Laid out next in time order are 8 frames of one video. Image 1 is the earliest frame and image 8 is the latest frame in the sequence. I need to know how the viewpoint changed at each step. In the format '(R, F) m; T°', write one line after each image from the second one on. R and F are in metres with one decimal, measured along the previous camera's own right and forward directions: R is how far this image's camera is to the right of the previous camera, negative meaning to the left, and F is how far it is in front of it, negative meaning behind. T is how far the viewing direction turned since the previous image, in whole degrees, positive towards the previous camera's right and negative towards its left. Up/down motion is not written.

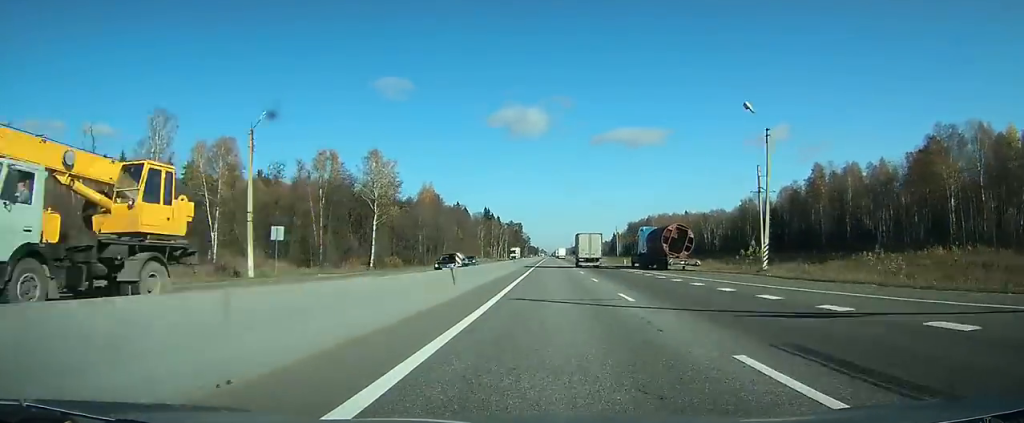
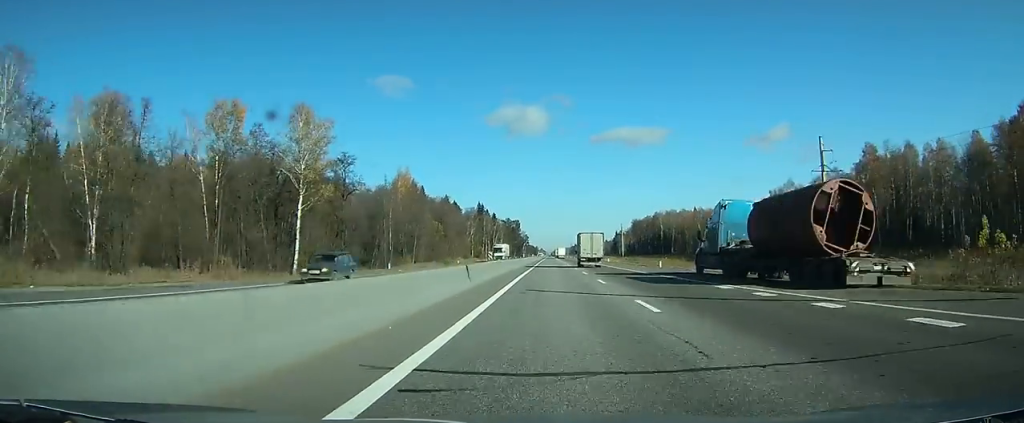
(+0.1, +28.3) m; 0°
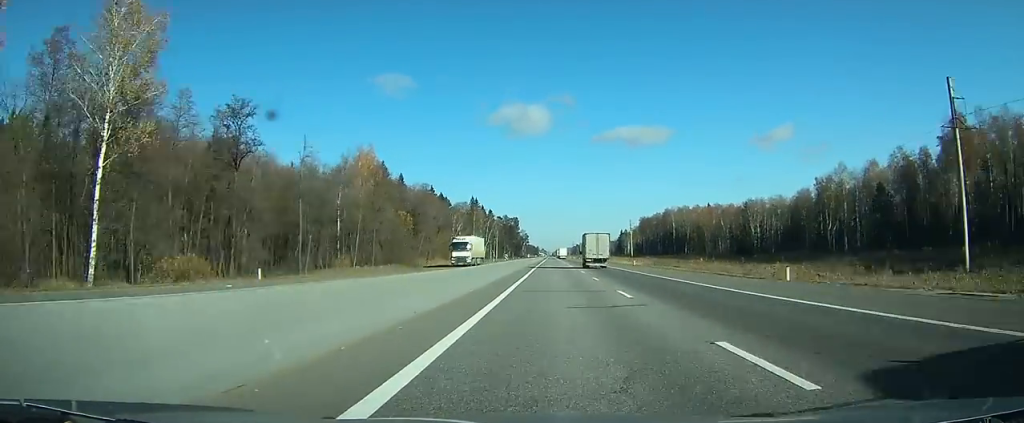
(+0.1, +31.0) m; 0°
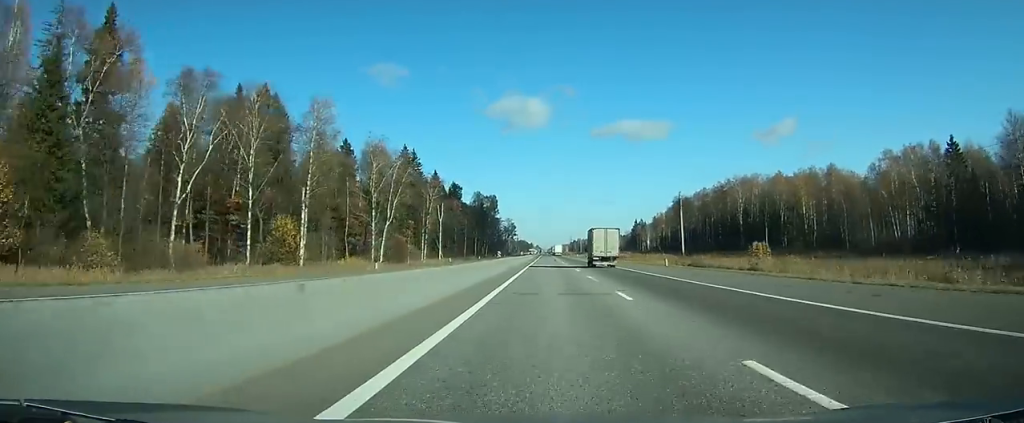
(+0.9, +117.1) m; +1°
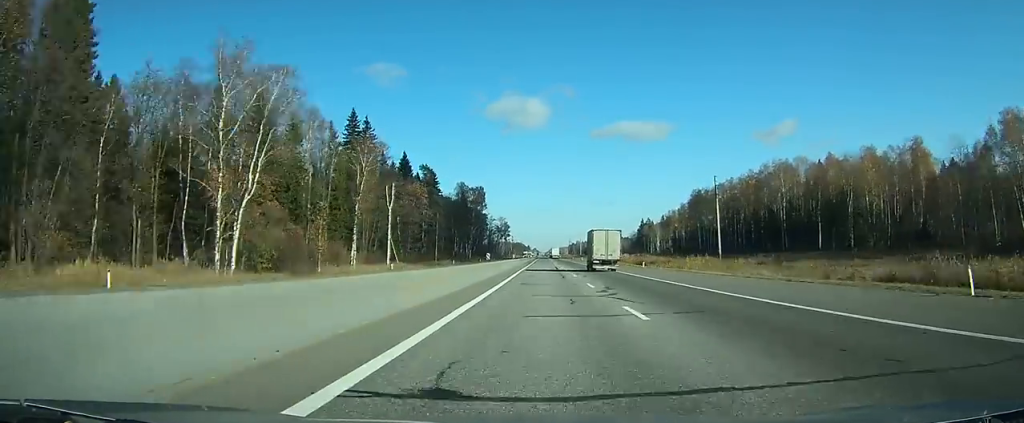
(+0.1, +41.6) m; 0°
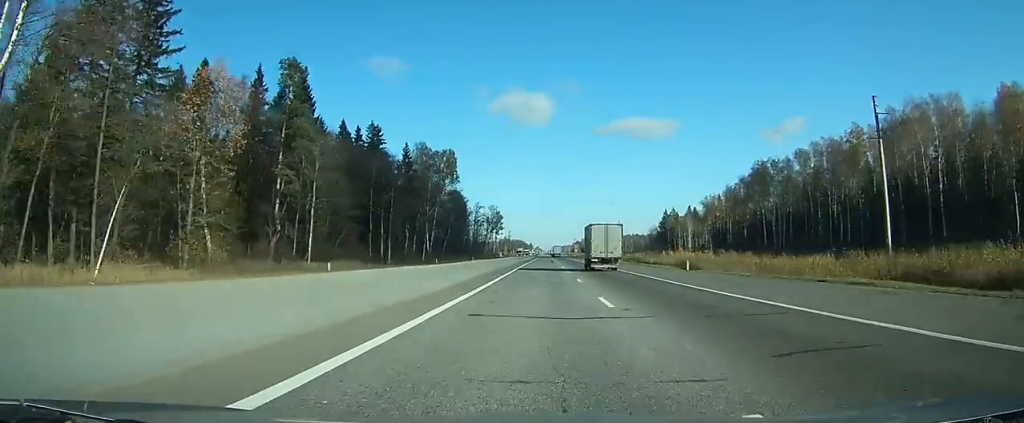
(-0.1, +71.9) m; 0°
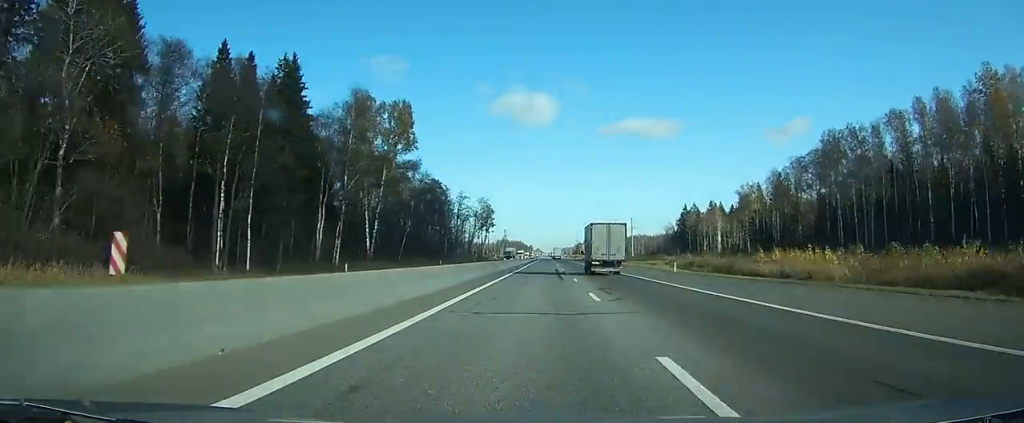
(-0.2, +45.3) m; 0°
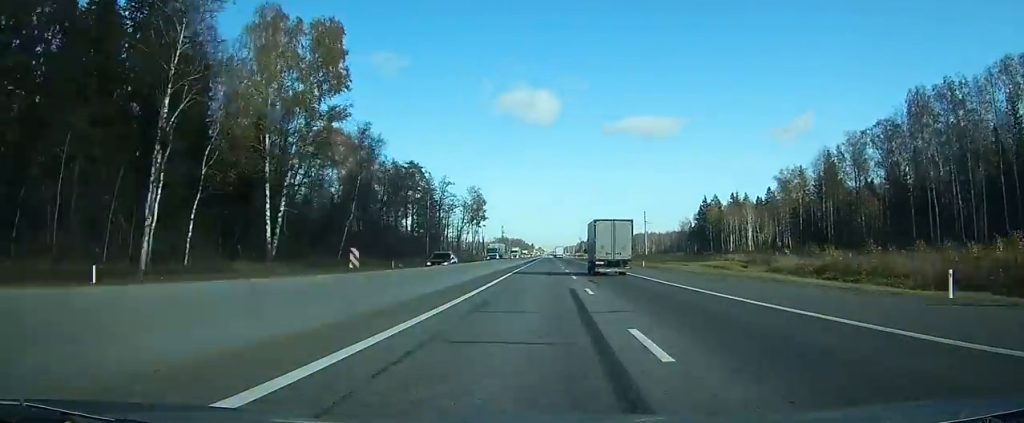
(-0.1, +32.0) m; 0°
